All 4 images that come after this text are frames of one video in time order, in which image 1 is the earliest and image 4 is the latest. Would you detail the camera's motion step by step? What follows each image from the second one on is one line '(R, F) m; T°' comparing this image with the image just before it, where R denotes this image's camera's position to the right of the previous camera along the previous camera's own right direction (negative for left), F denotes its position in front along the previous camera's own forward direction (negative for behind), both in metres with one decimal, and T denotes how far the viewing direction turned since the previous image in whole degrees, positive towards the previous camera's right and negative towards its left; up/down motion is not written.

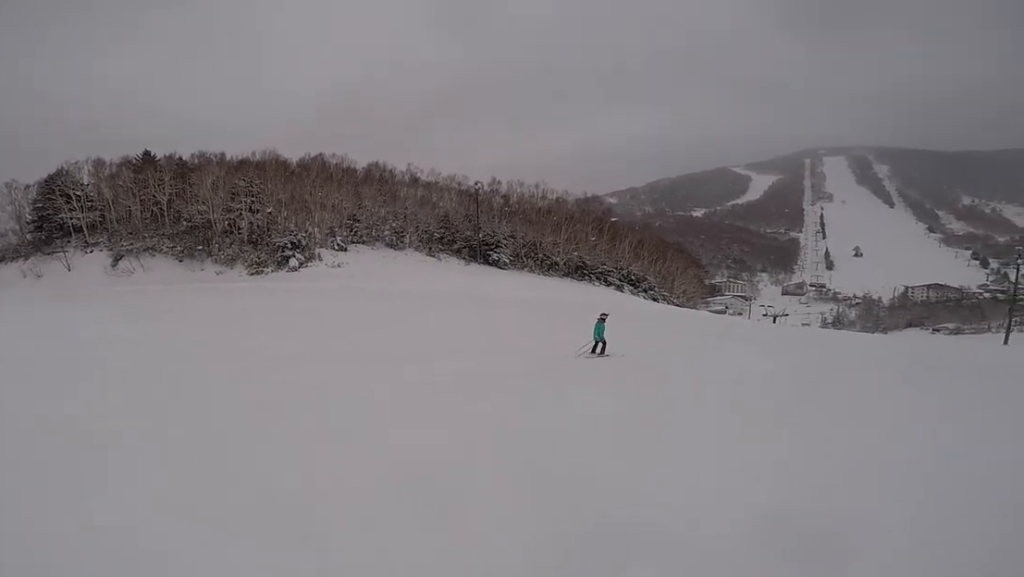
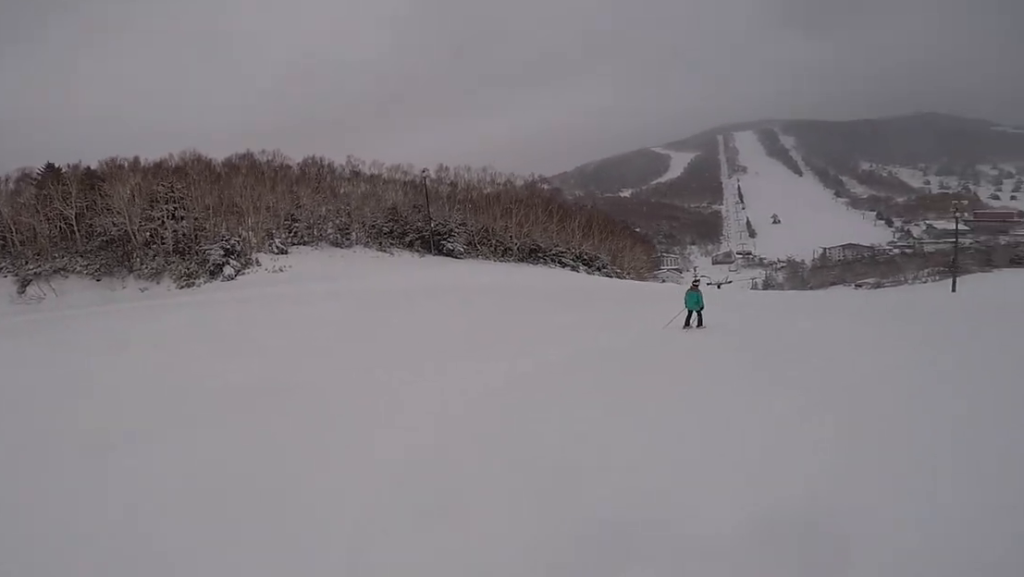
(+0.4, +3.3) m; +14°
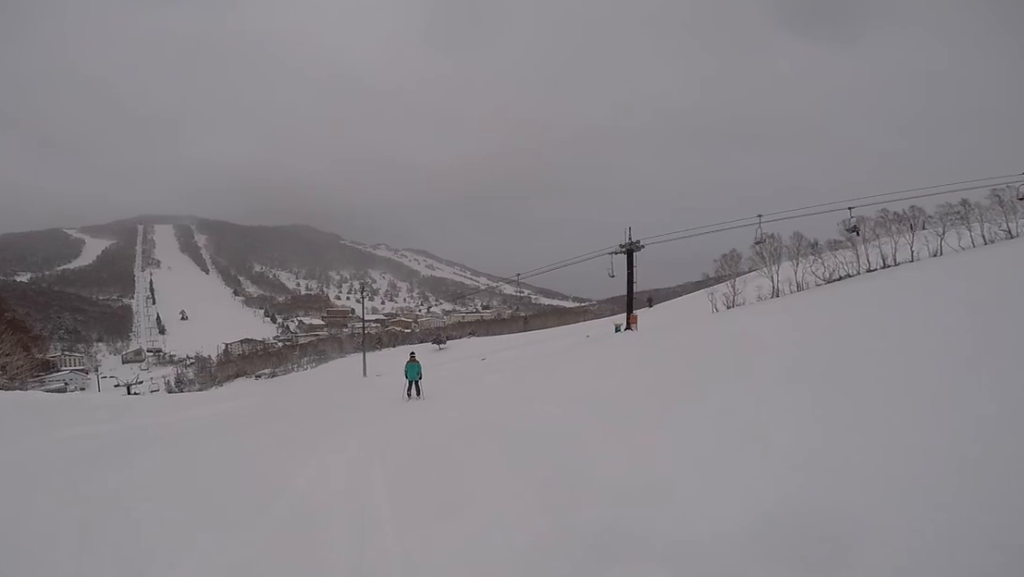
(+10.3, +12.8) m; +56°
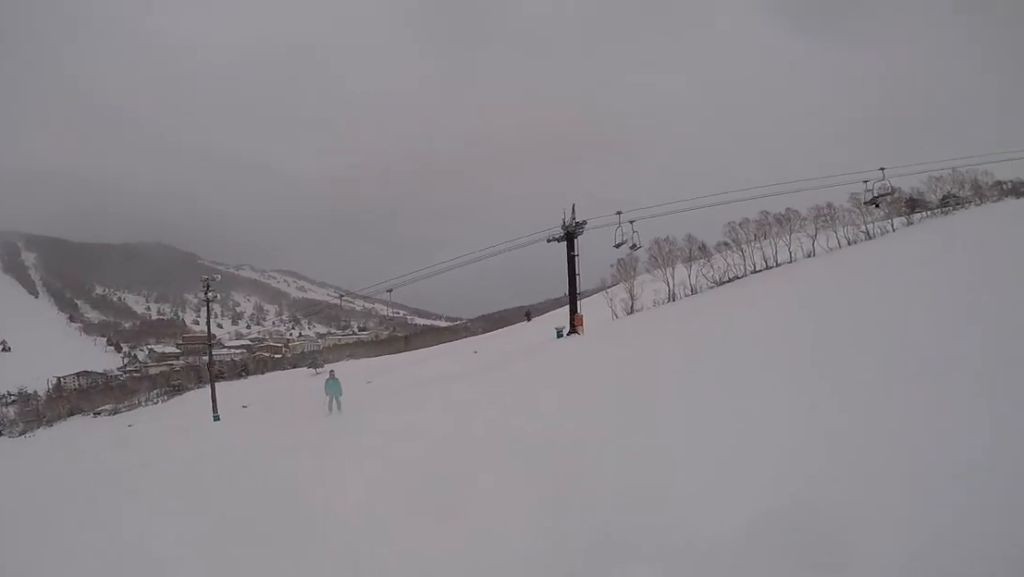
(+3.5, +13.0) m; +21°
